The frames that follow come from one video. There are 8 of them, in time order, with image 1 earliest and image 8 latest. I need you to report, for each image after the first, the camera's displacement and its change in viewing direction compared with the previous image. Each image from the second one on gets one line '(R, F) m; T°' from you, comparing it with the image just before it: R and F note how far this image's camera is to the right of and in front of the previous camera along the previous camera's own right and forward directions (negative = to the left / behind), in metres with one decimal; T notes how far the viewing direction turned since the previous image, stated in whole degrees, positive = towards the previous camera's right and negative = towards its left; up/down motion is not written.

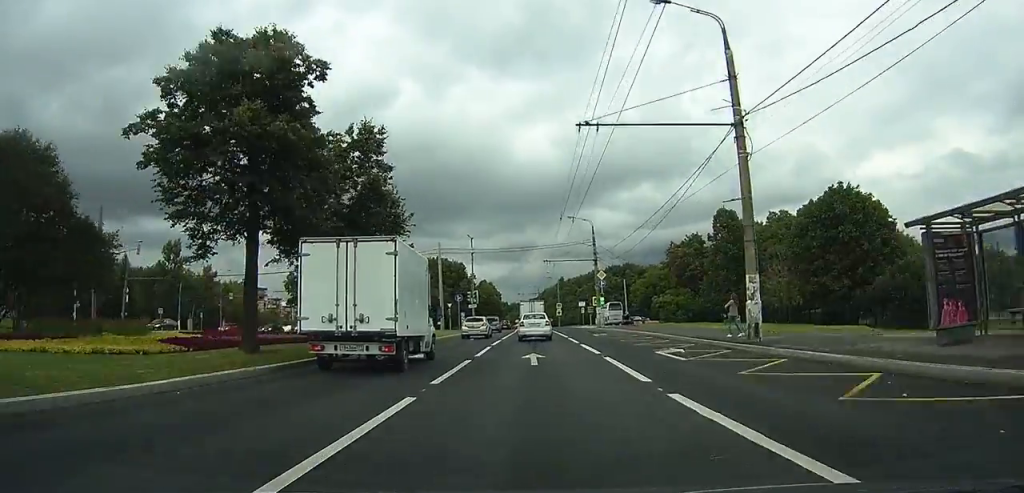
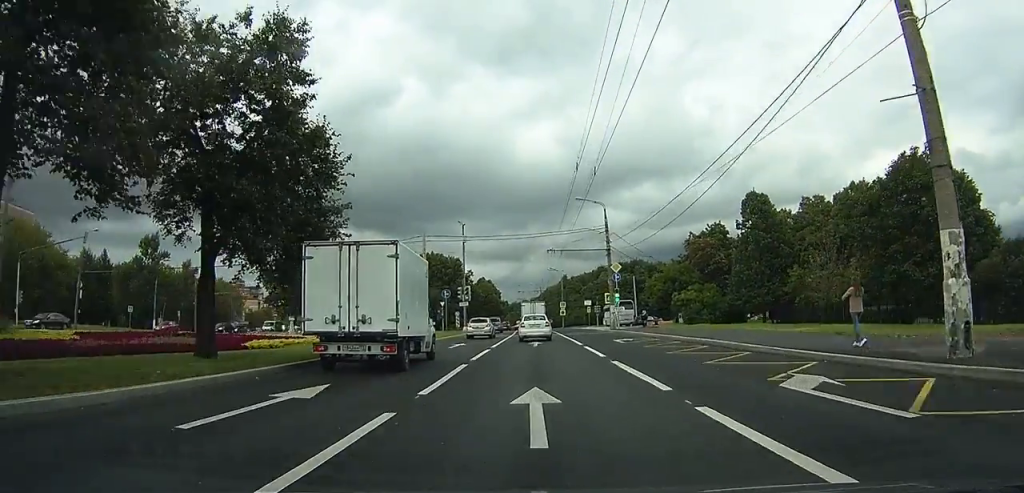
(0.0, +9.5) m; 0°
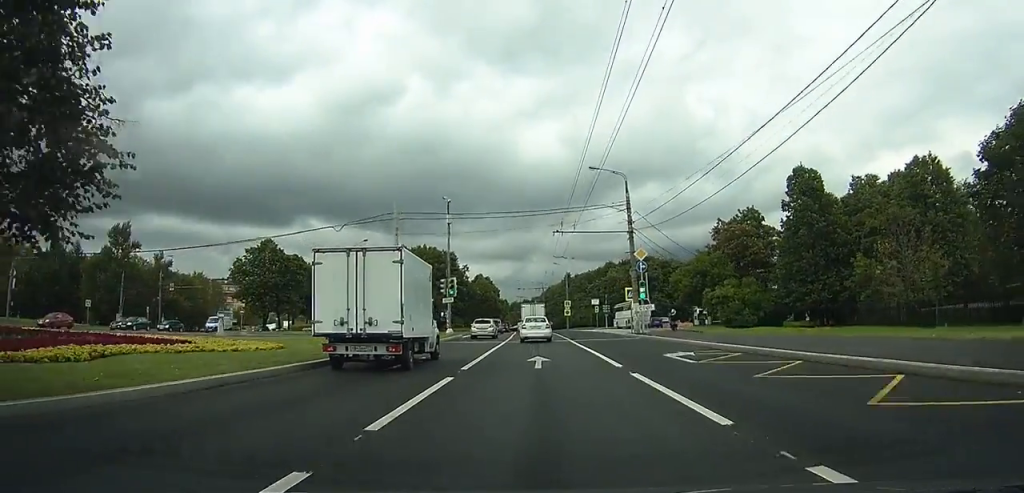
(-0.1, +11.2) m; 0°
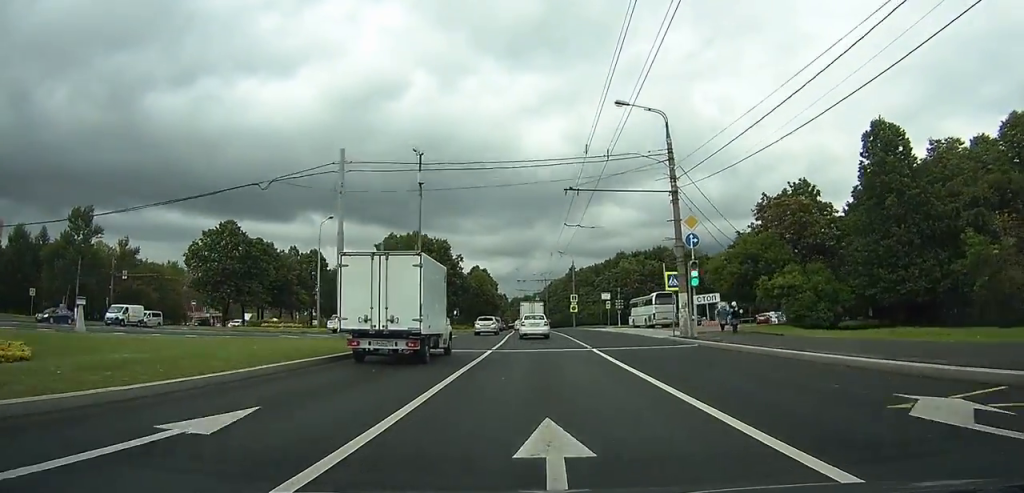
(0.0, +12.4) m; 0°
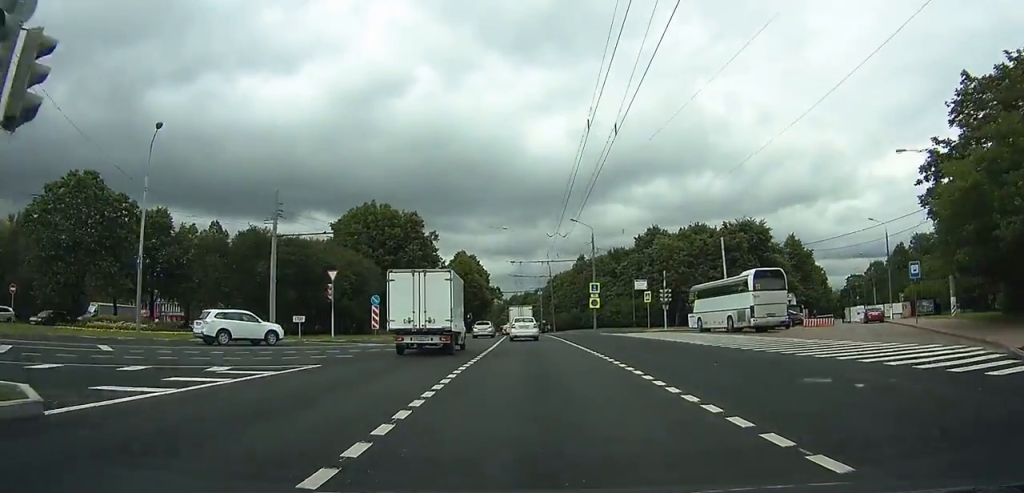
(0.0, +27.3) m; 0°
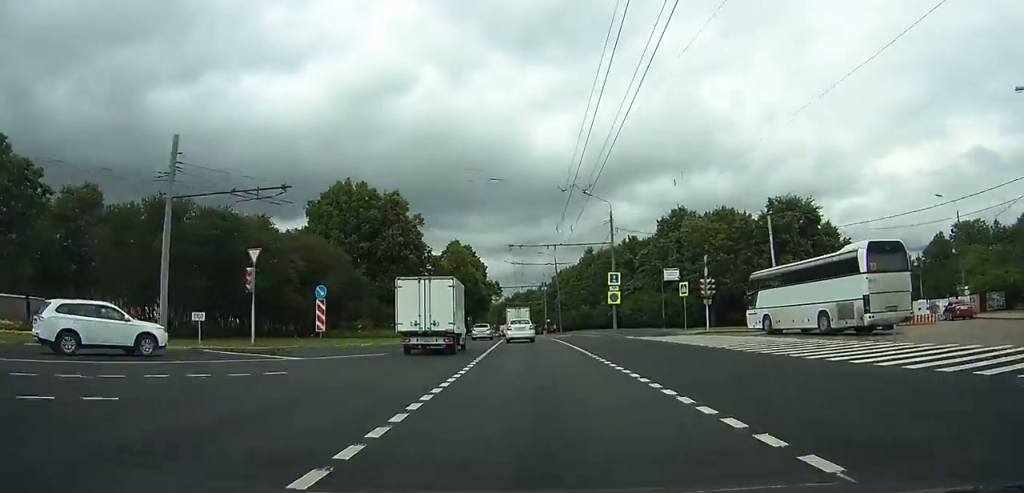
(0.0, +11.8) m; 0°
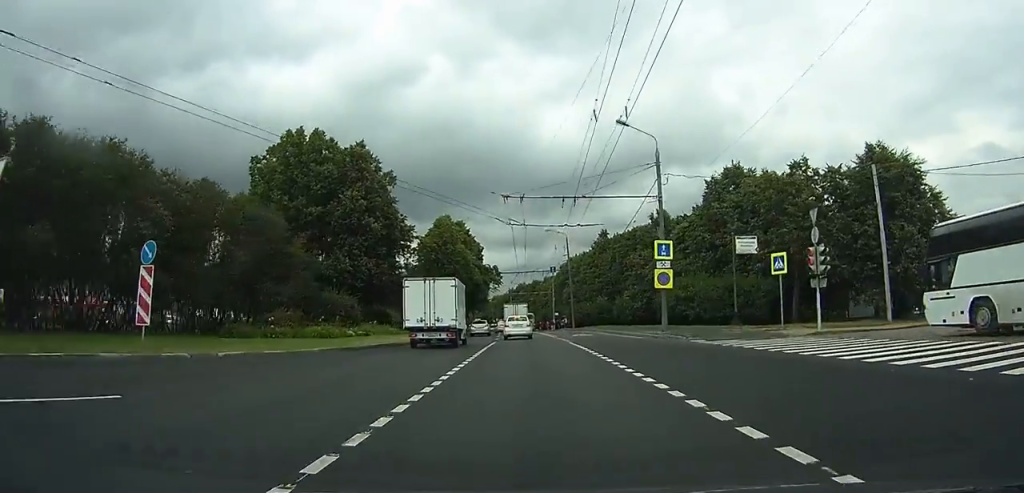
(0.0, +15.7) m; -1°
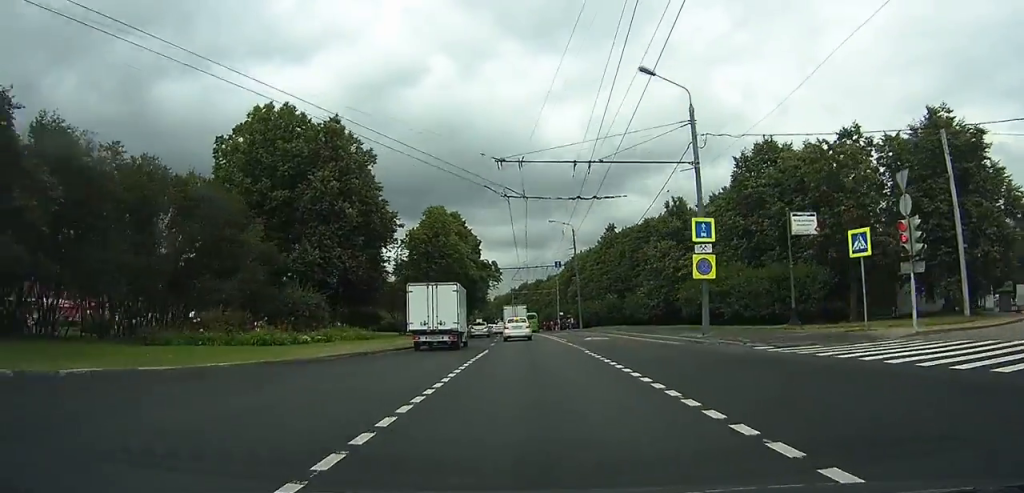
(0.0, +6.8) m; 0°
